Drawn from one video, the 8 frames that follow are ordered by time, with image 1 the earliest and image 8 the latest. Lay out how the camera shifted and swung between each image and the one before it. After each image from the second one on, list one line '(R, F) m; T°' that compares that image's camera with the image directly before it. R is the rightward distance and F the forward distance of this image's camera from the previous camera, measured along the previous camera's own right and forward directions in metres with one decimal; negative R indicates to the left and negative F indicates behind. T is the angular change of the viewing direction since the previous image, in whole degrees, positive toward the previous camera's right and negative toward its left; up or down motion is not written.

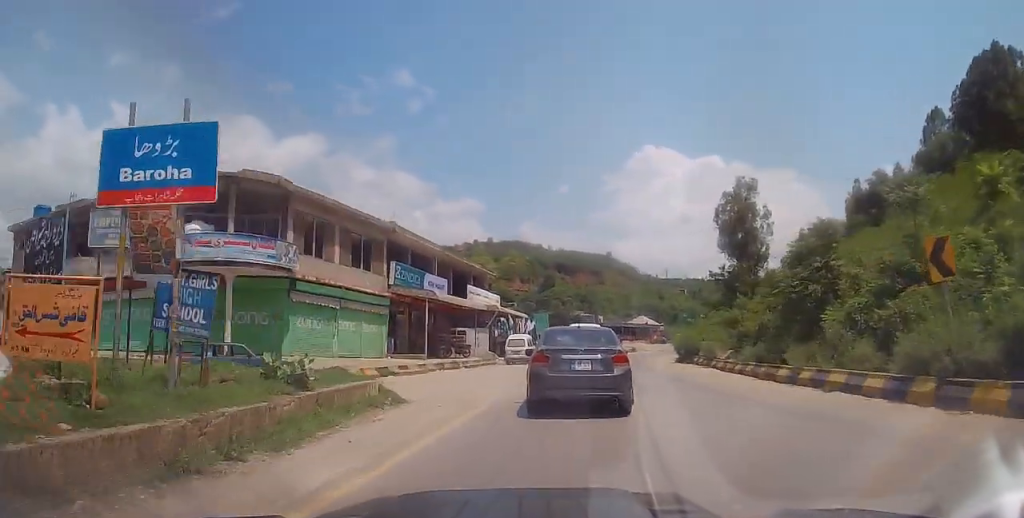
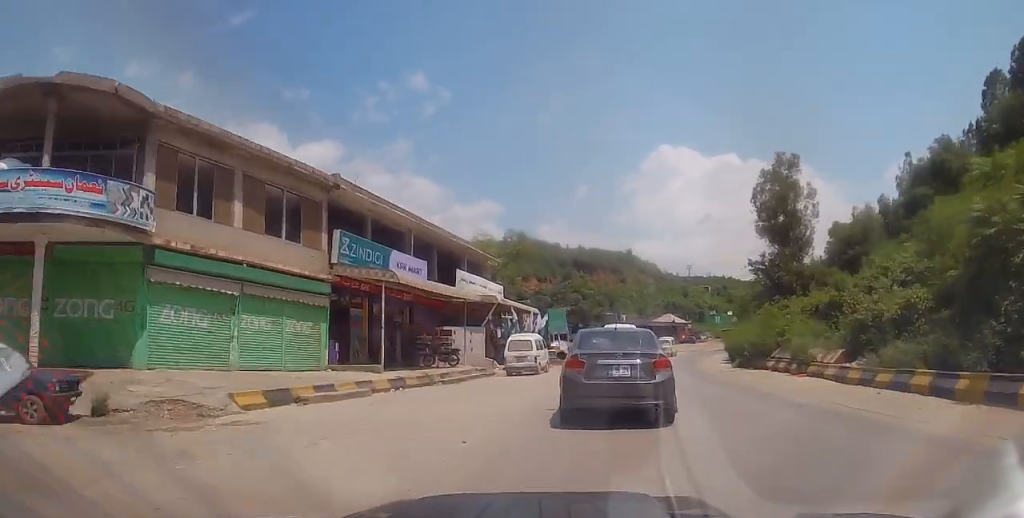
(-0.3, +11.0) m; -2°
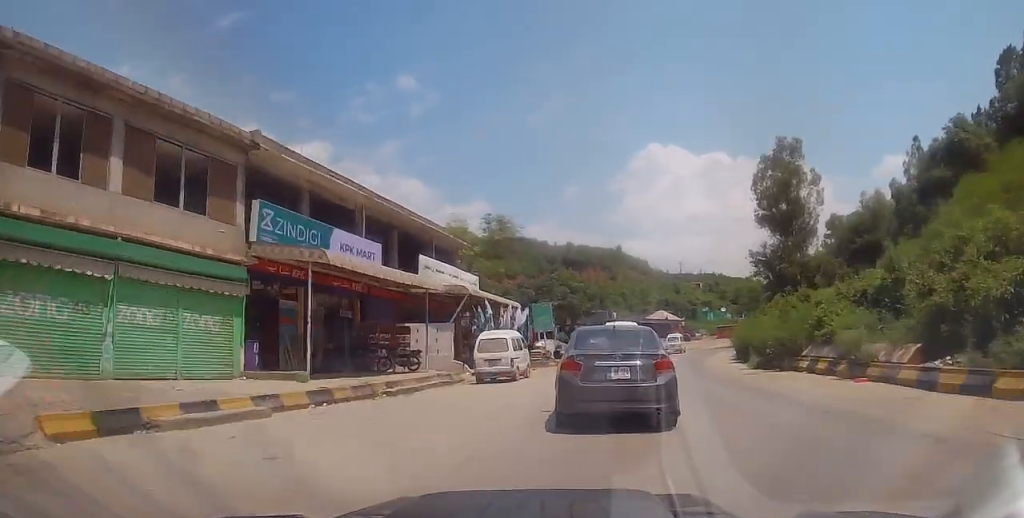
(-0.4, +5.4) m; -1°
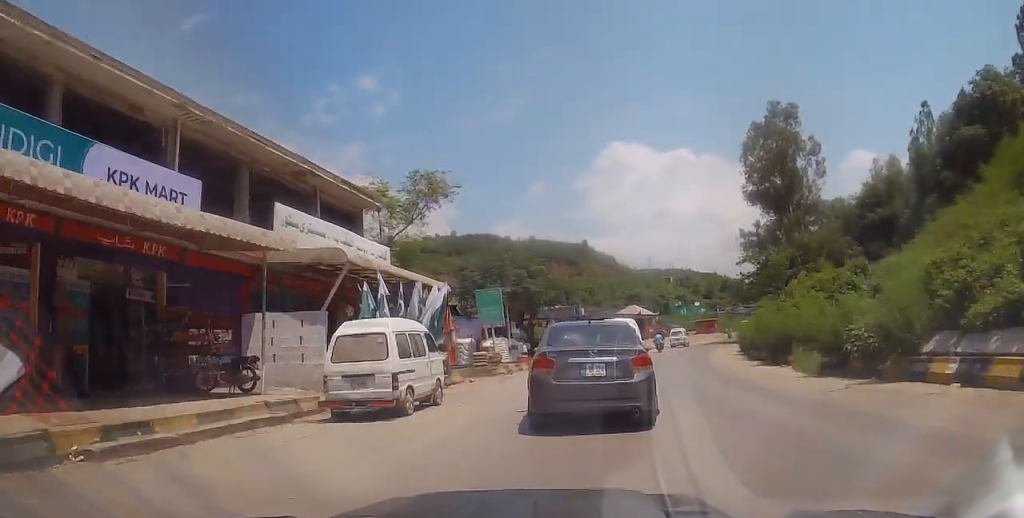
(+0.6, +10.7) m; +3°
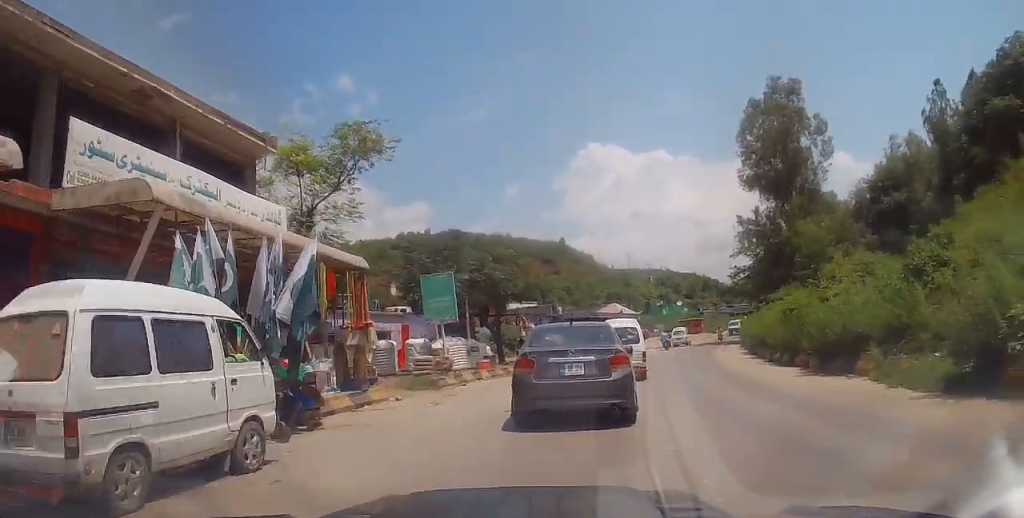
(-0.1, +7.1) m; +1°
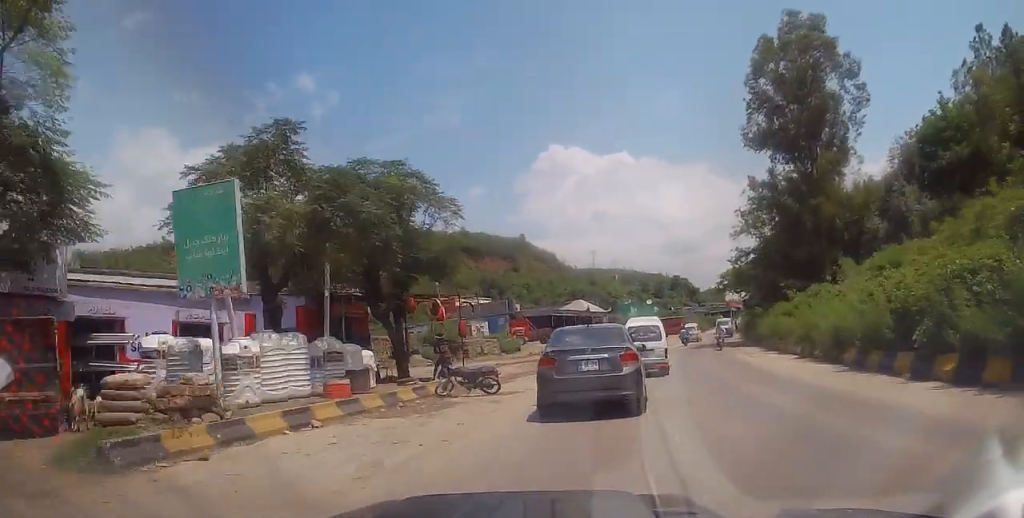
(+0.7, +13.8) m; +5°
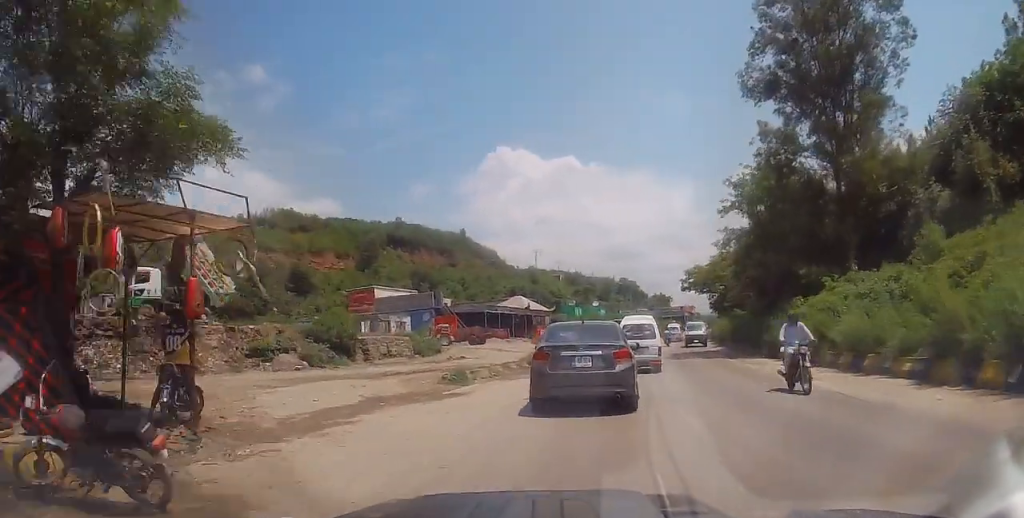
(0.0, +12.4) m; +1°
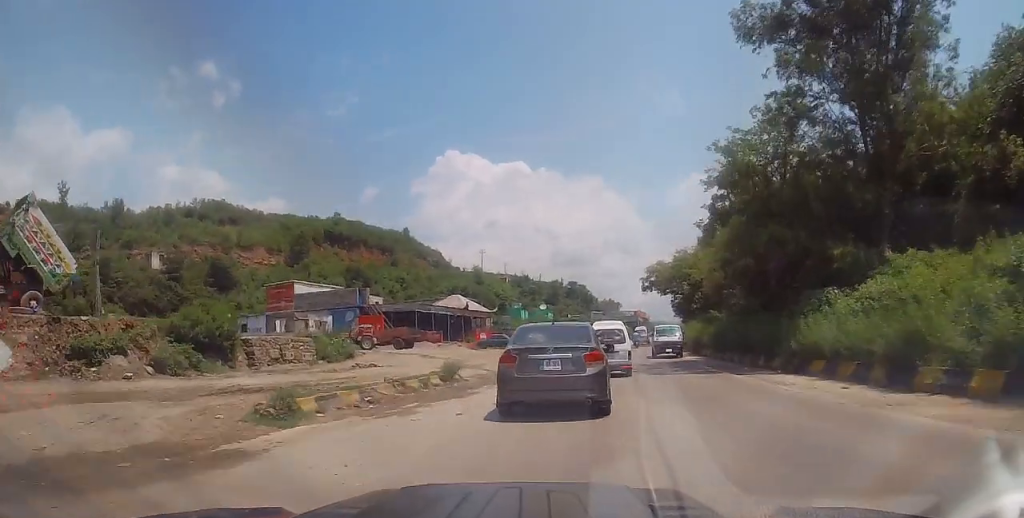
(+0.2, +9.0) m; +5°
